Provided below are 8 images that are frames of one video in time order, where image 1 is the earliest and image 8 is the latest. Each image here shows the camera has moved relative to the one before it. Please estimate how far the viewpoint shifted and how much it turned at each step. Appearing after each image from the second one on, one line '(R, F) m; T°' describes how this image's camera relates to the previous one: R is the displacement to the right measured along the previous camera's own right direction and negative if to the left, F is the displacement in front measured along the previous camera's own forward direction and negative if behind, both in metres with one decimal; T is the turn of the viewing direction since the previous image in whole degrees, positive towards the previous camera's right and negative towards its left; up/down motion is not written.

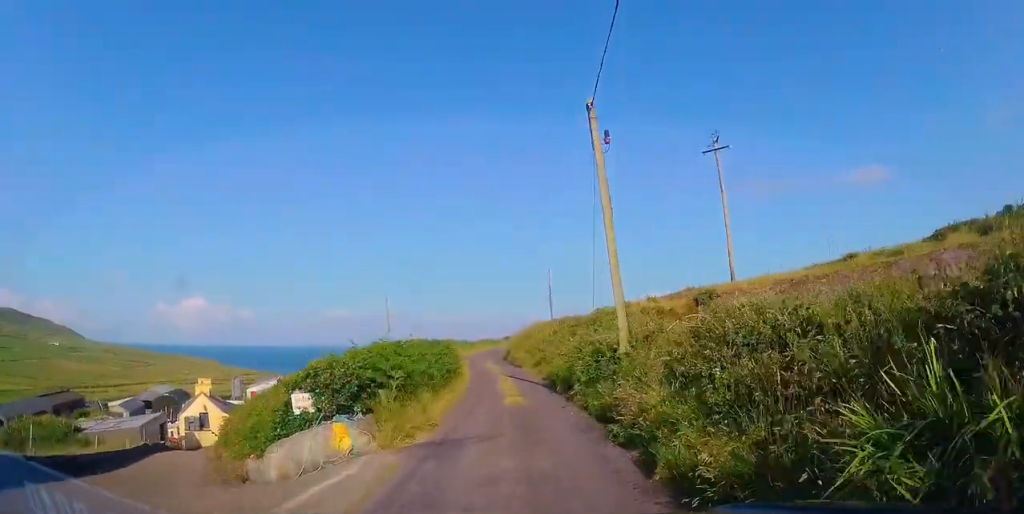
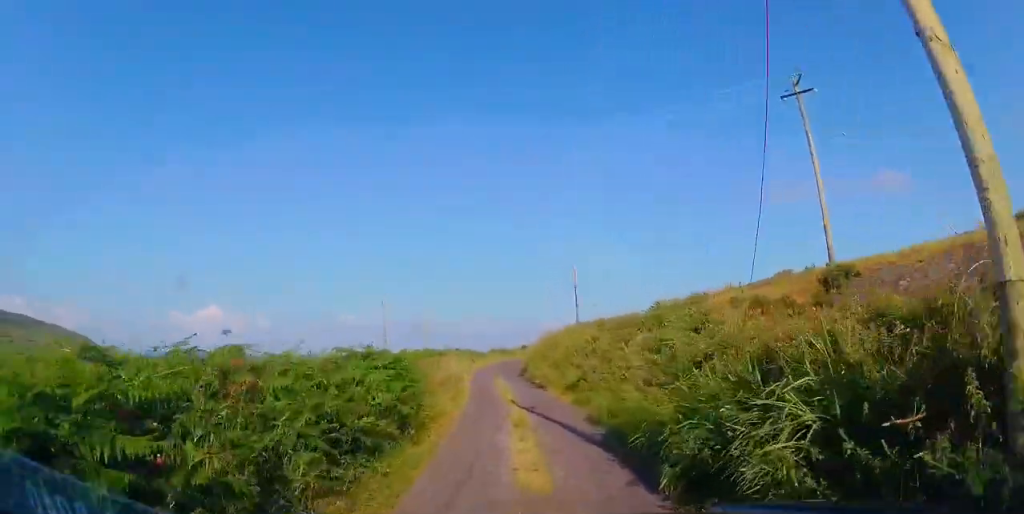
(0.0, +8.8) m; 0°
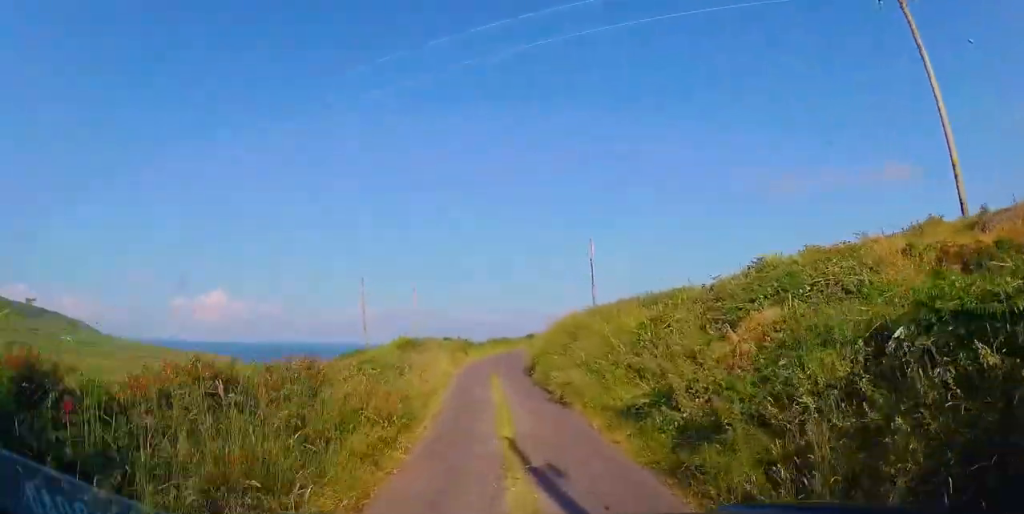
(0.0, +7.8) m; 0°
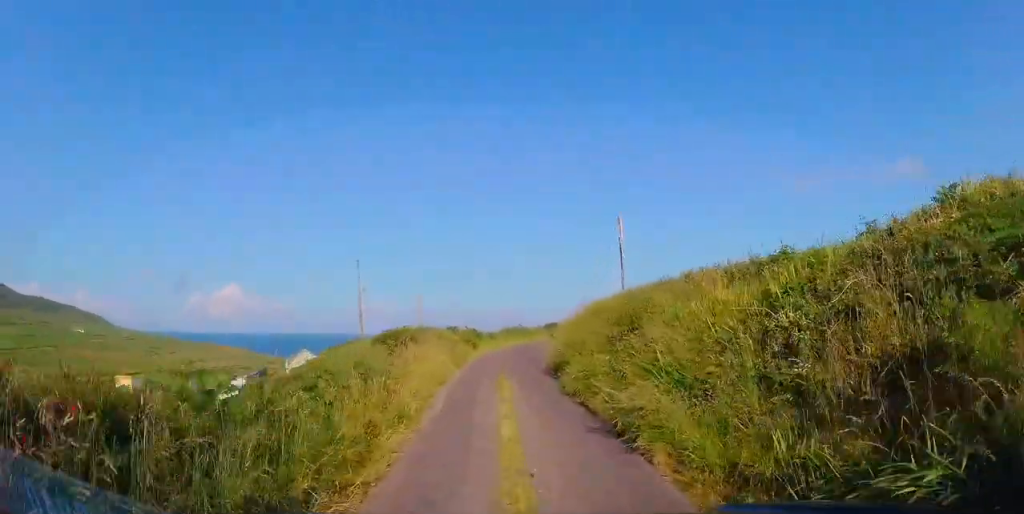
(0.0, +5.2) m; -2°
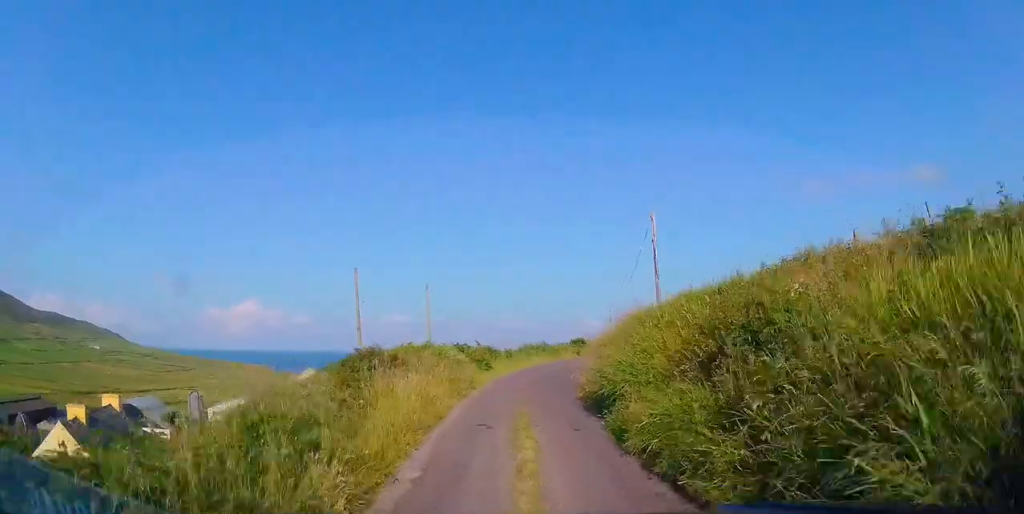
(+0.1, +4.1) m; -2°
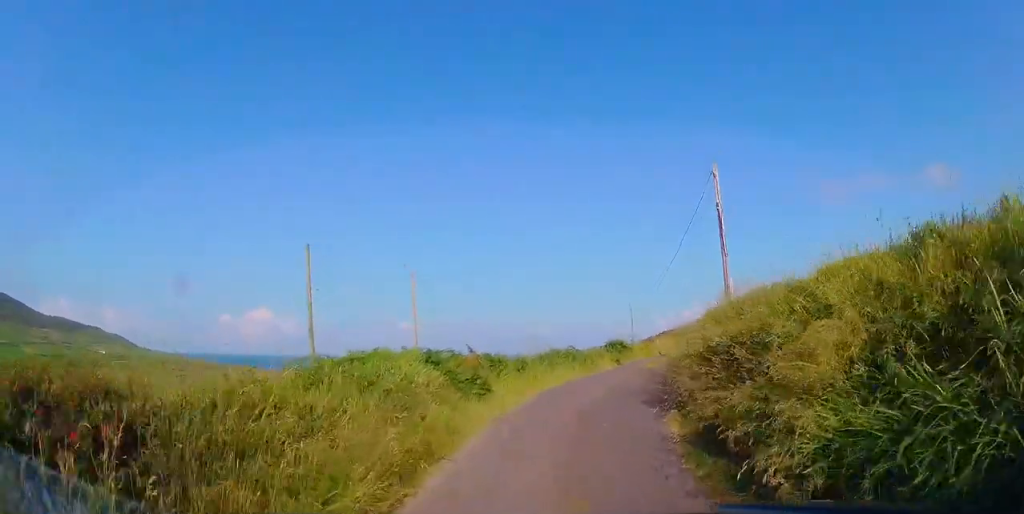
(-0.4, +8.8) m; +2°
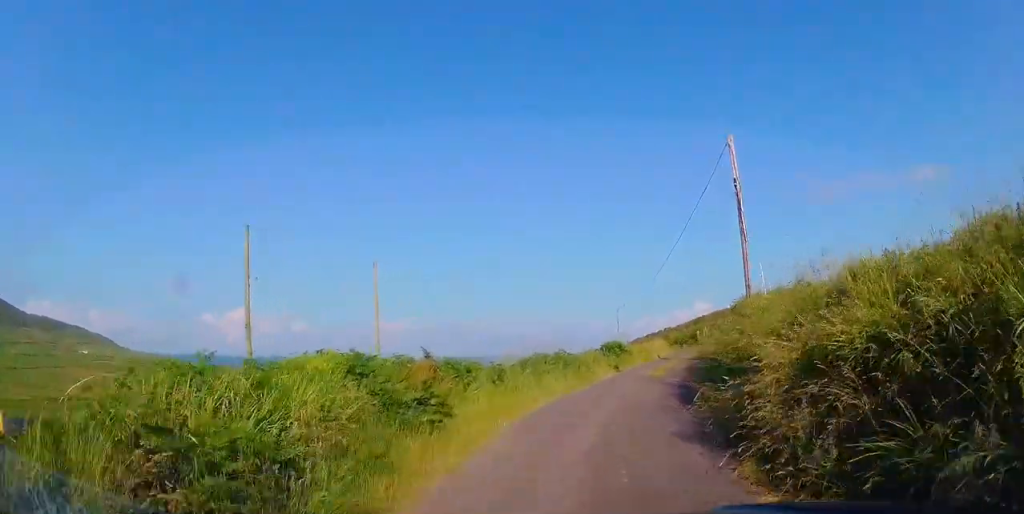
(+0.1, +3.9) m; +5°
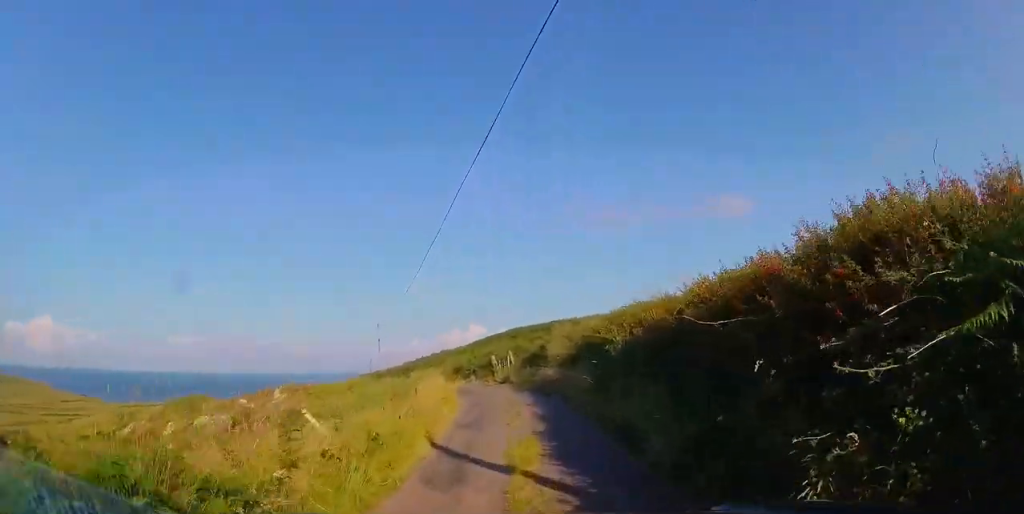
(+2.5, +18.4) m; +10°
